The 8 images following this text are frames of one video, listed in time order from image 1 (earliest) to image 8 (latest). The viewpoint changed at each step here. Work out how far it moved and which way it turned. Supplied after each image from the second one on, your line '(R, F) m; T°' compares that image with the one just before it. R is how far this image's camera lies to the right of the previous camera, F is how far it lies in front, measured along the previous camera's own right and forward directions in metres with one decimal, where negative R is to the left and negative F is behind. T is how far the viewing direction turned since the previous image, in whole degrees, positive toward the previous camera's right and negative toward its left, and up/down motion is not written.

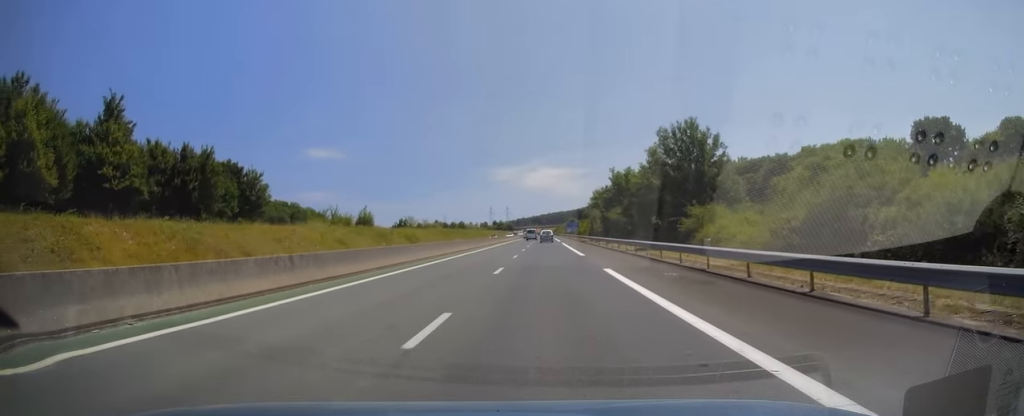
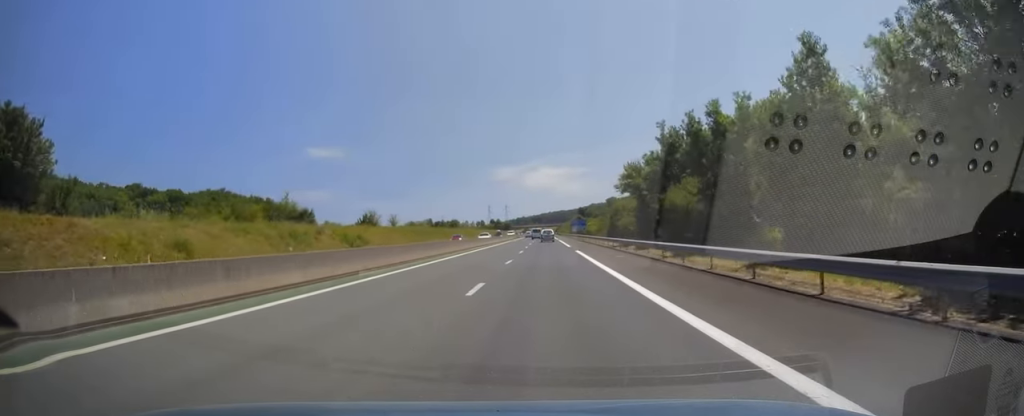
(0.0, +32.4) m; 0°
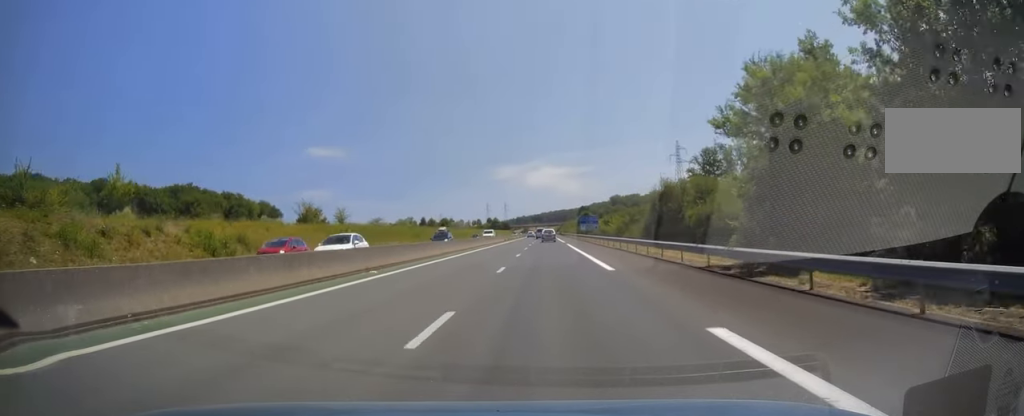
(0.0, +31.4) m; 0°
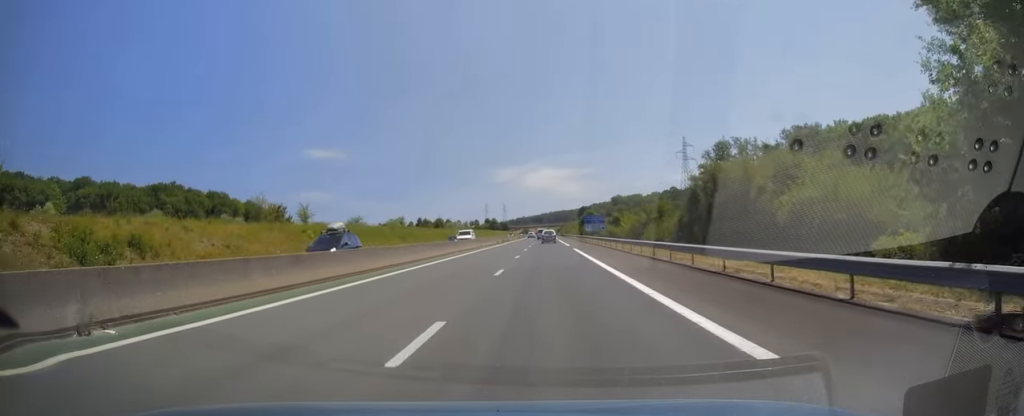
(0.0, +13.7) m; 0°
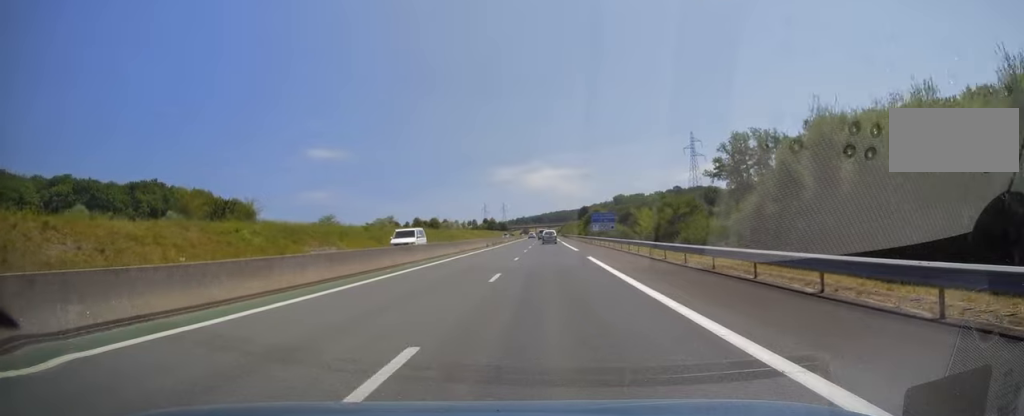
(0.0, +14.7) m; 0°
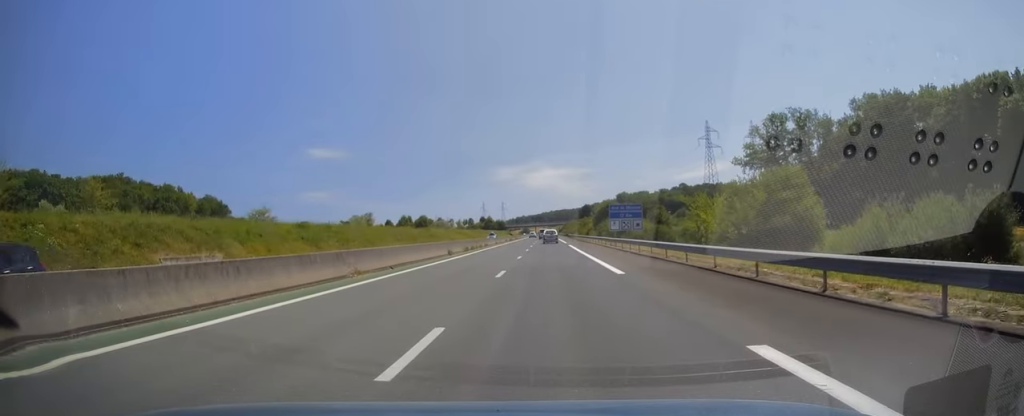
(0.0, +24.0) m; 0°
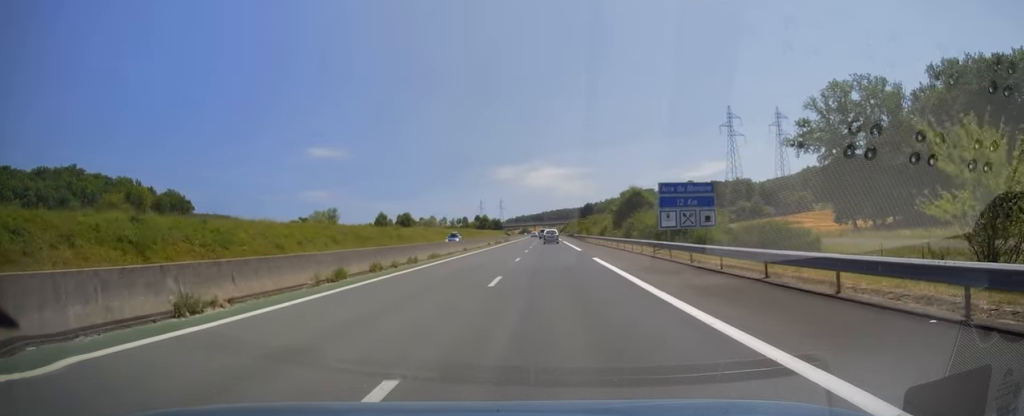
(0.0, +28.6) m; 0°
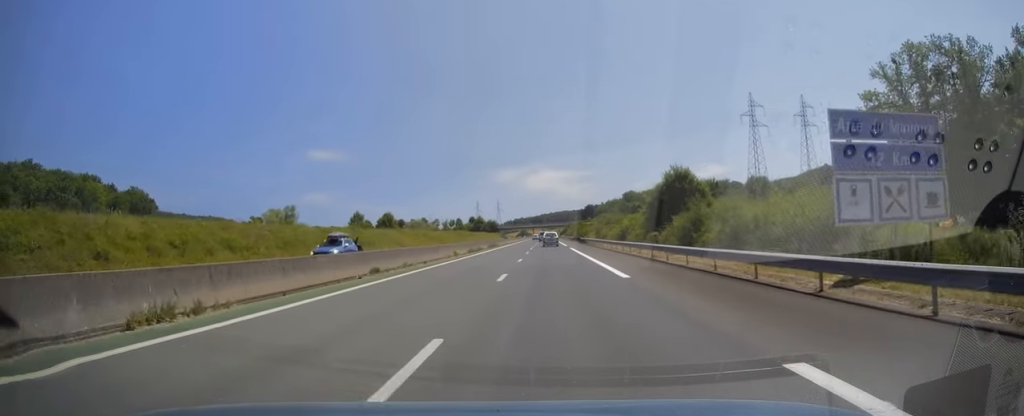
(0.0, +23.2) m; 0°
